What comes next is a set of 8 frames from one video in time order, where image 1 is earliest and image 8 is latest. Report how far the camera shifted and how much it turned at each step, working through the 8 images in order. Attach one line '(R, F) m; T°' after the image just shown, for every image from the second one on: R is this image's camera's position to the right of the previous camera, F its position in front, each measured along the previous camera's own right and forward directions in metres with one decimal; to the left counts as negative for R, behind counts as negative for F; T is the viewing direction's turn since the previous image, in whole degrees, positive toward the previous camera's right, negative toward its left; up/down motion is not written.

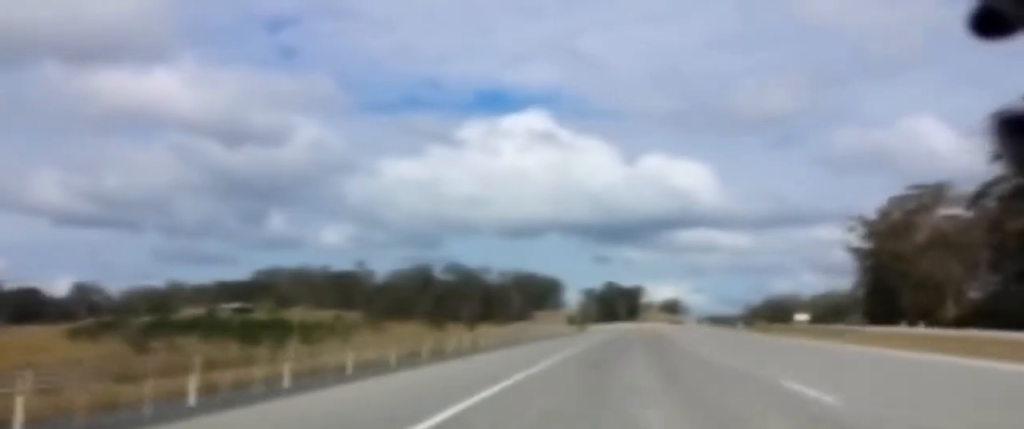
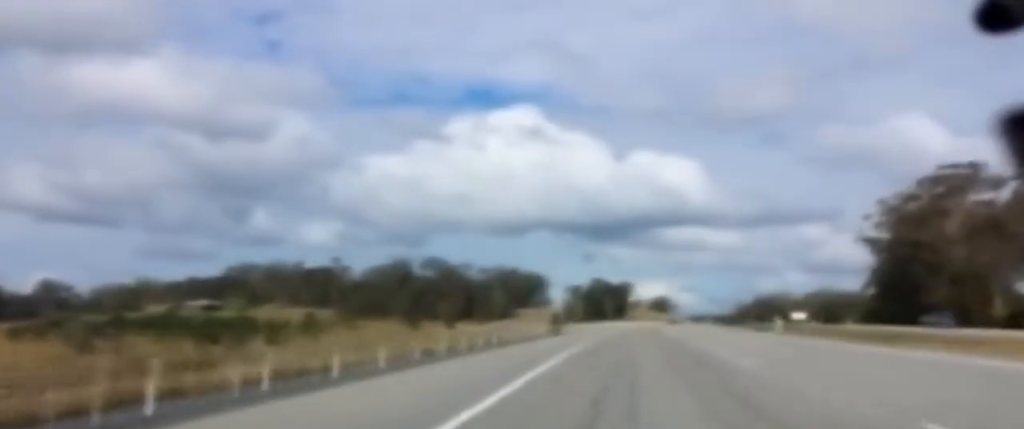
(+0.1, +18.6) m; +1°
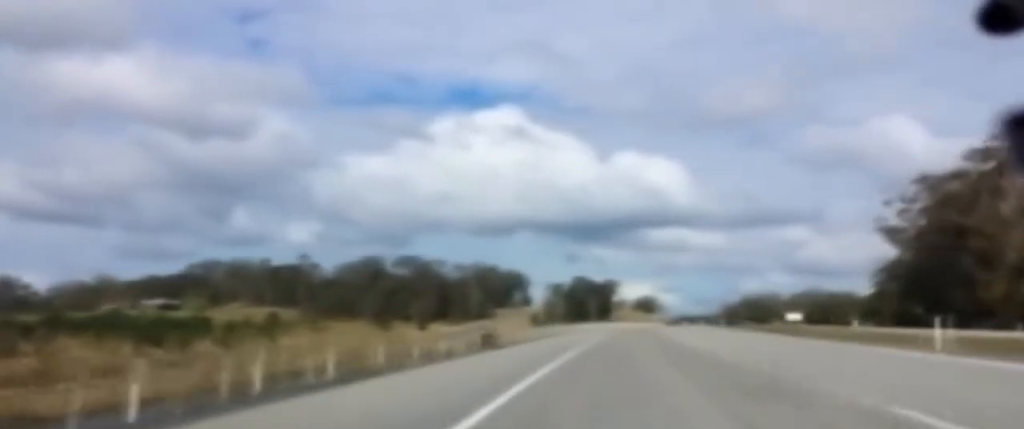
(+0.1, +24.3) m; +1°
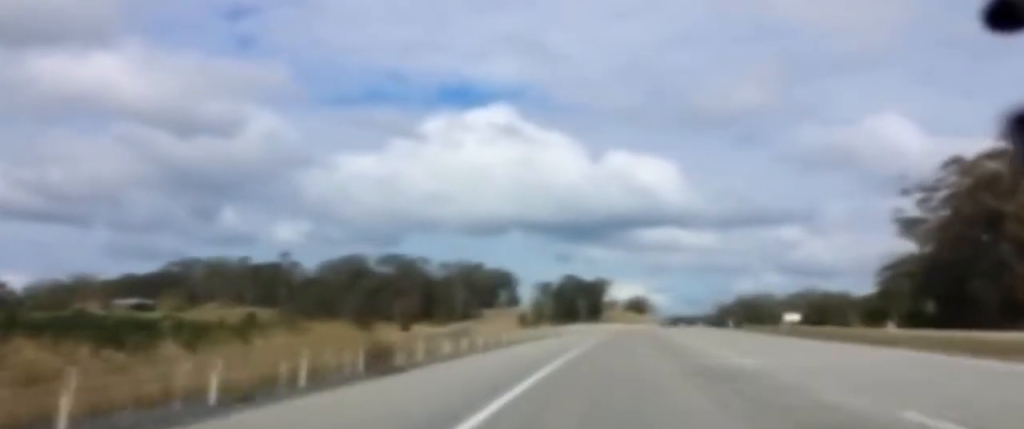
(+0.2, +13.0) m; +1°
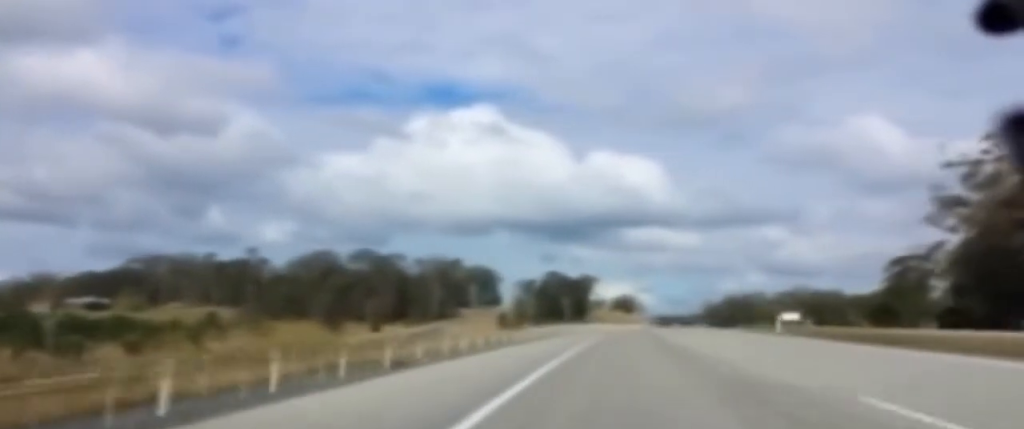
(+0.3, +24.2) m; +1°
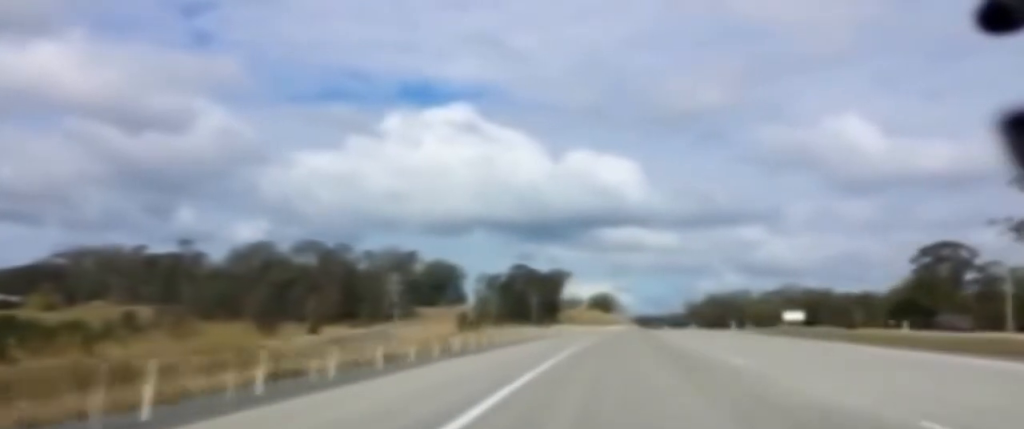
(-0.1, +40.9) m; 0°
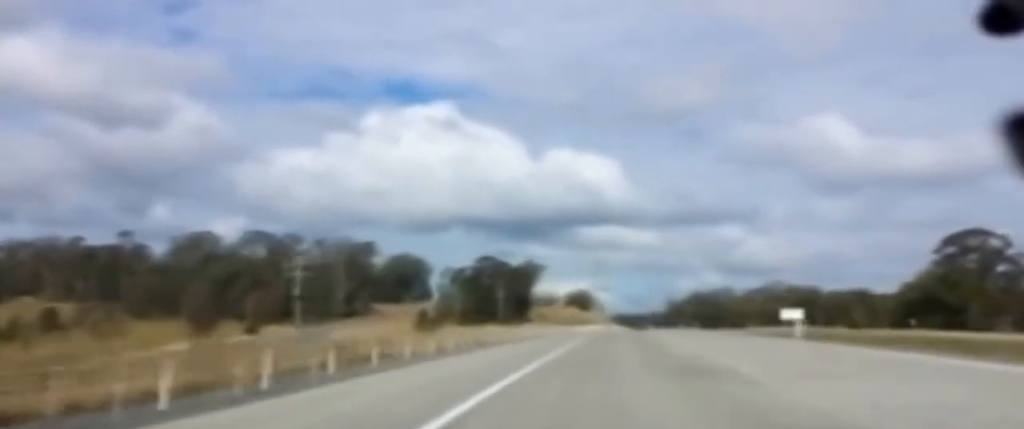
(+0.4, +28.7) m; +1°
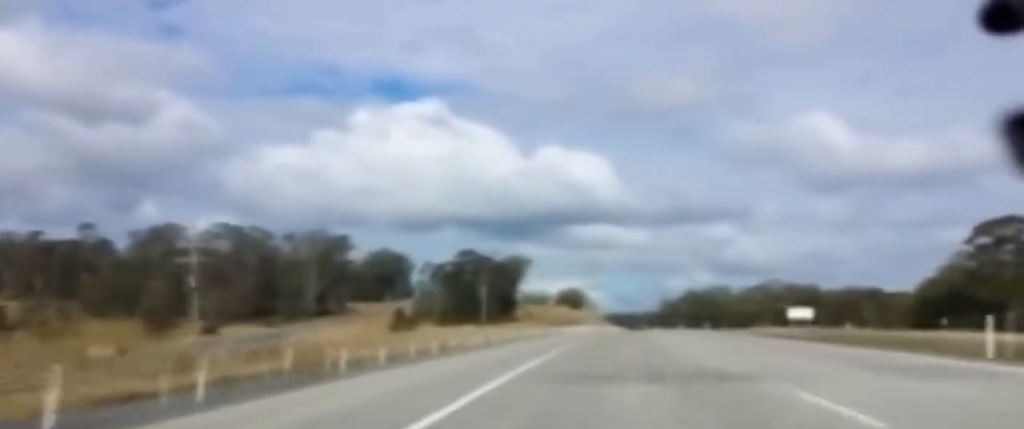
(0.0, +19.5) m; +1°
